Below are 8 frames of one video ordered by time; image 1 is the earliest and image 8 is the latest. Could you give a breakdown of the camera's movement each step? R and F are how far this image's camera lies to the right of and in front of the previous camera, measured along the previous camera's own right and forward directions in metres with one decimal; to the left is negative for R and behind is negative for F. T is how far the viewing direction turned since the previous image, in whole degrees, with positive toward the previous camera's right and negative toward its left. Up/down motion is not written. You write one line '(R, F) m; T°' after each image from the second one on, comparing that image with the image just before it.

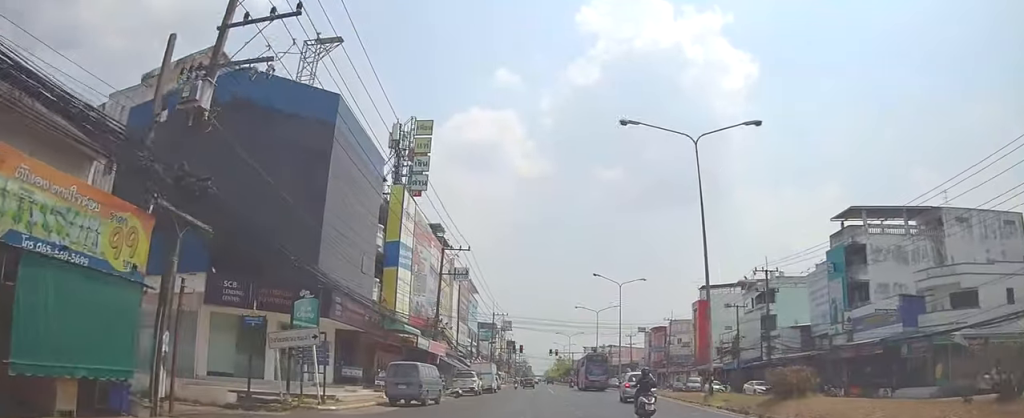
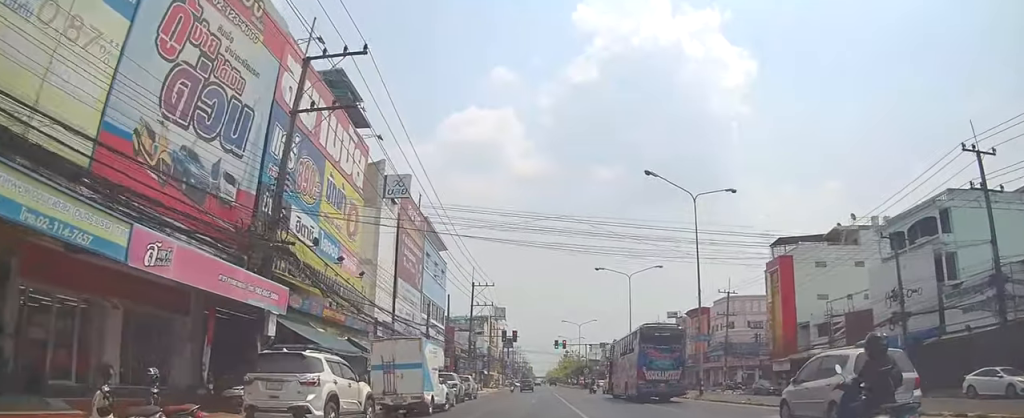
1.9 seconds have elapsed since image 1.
(-1.0, +30.5) m; -2°
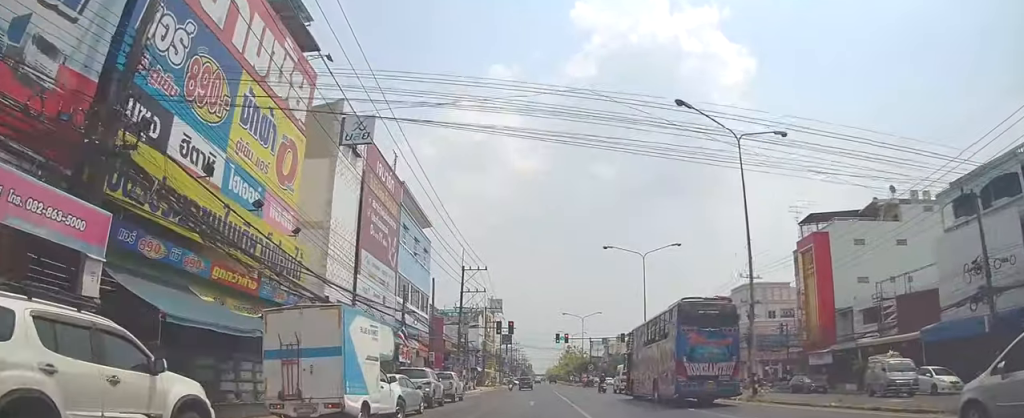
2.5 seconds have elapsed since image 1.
(-0.1, +8.1) m; 0°
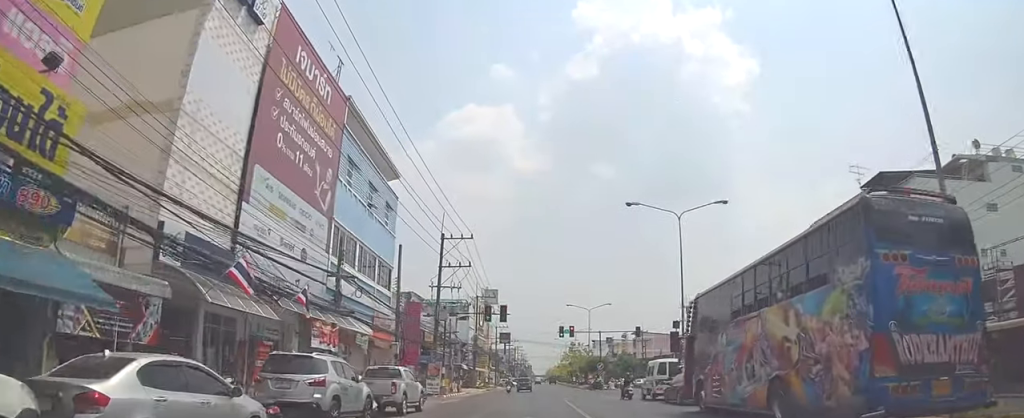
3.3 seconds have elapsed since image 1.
(+0.1, +12.8) m; 0°
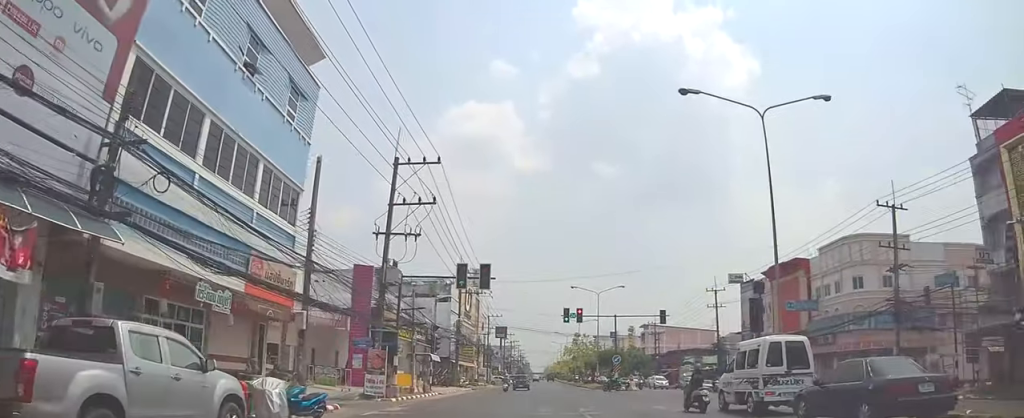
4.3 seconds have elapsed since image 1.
(0.0, +15.4) m; 0°
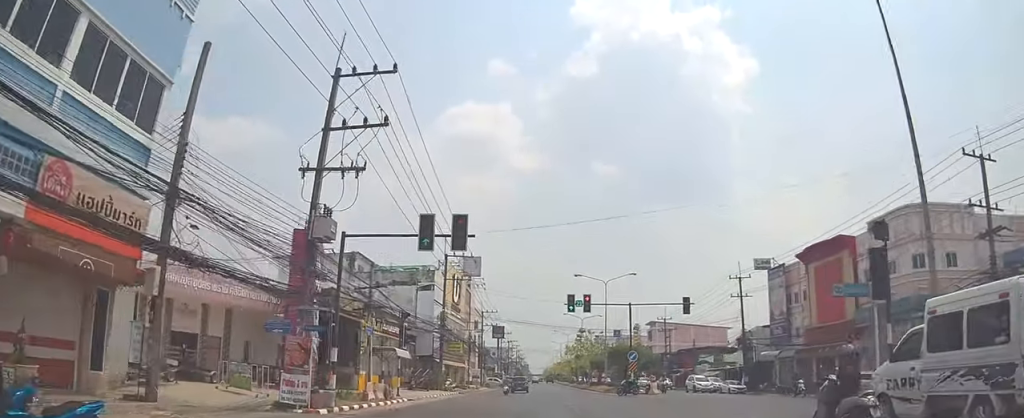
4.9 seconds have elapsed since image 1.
(0.0, +9.8) m; 0°
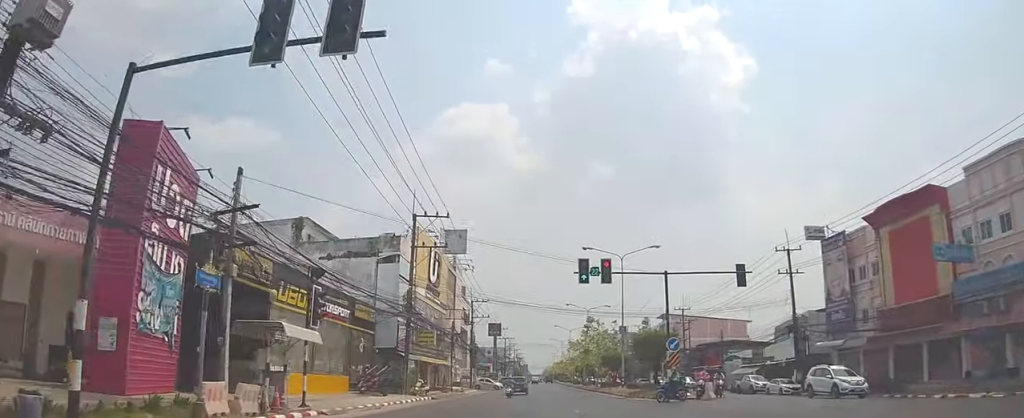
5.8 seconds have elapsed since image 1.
(0.0, +13.8) m; 0°
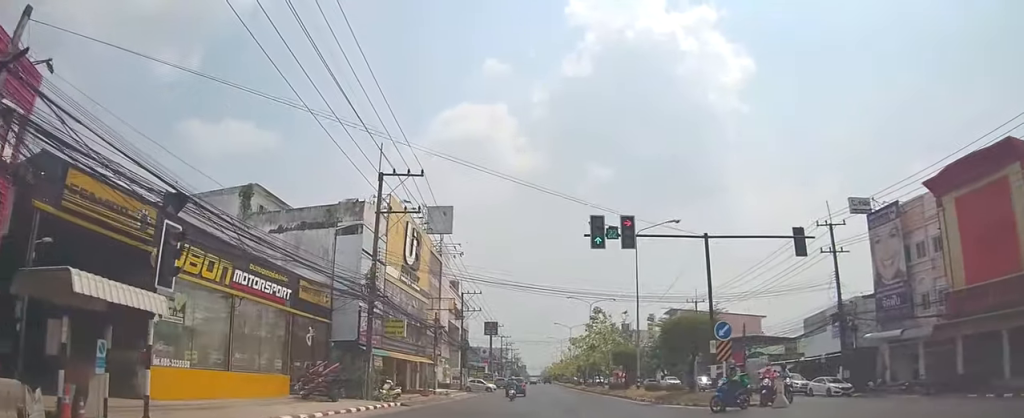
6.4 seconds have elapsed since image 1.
(-0.1, +8.8) m; +2°
